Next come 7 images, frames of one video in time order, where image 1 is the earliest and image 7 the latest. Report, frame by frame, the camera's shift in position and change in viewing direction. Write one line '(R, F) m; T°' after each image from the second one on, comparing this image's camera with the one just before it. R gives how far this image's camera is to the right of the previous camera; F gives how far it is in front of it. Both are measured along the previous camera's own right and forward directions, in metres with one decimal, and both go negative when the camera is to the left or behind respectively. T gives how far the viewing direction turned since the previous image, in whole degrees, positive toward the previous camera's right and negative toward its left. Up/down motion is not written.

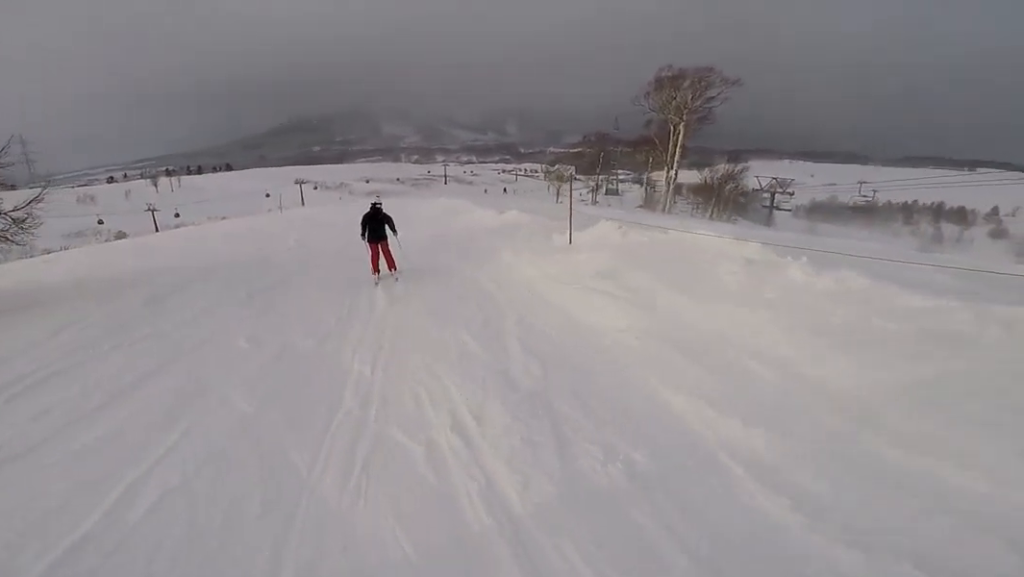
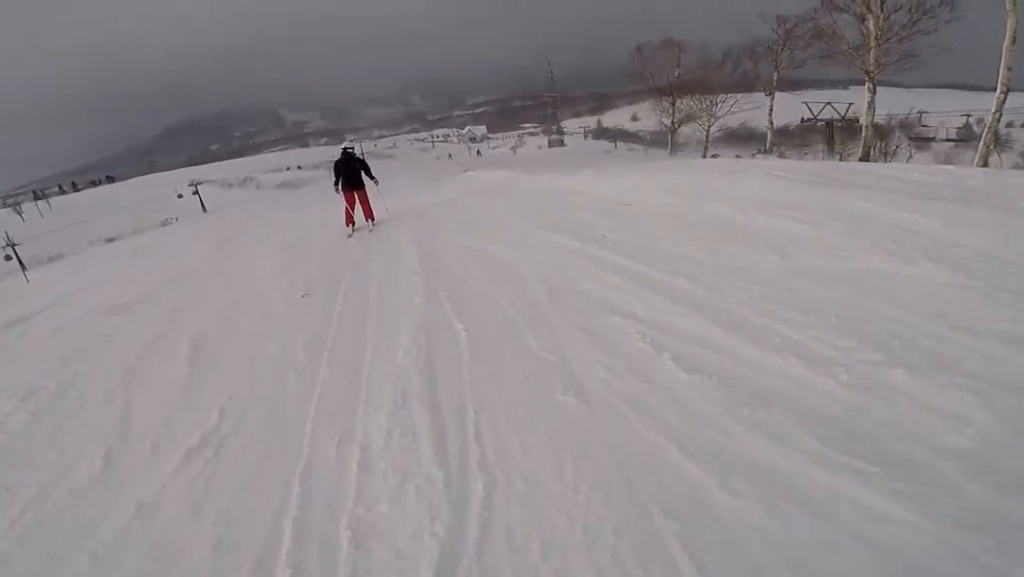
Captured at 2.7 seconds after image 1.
(+4.1, +22.0) m; +15°
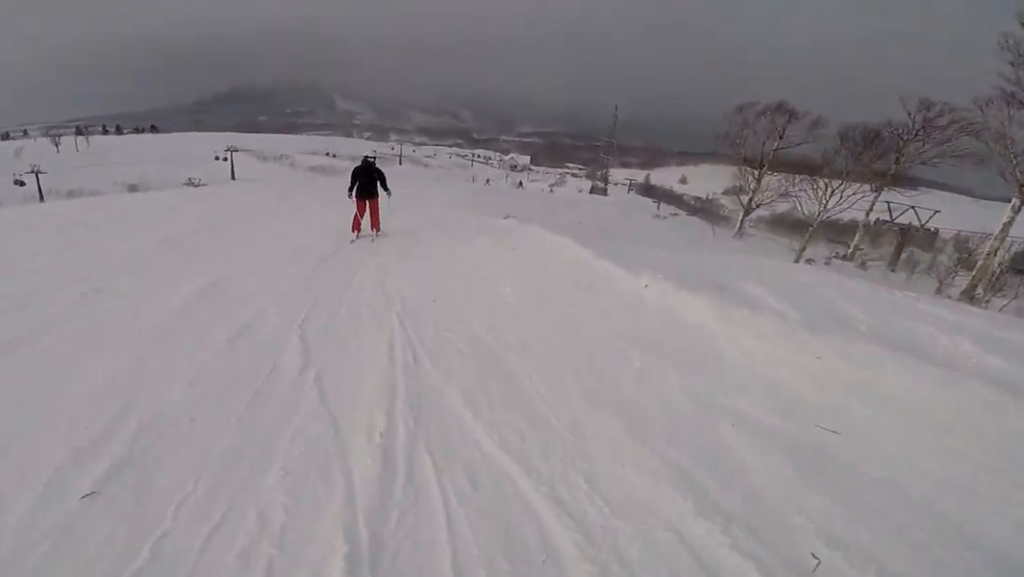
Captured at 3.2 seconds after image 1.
(-0.3, +3.2) m; 0°
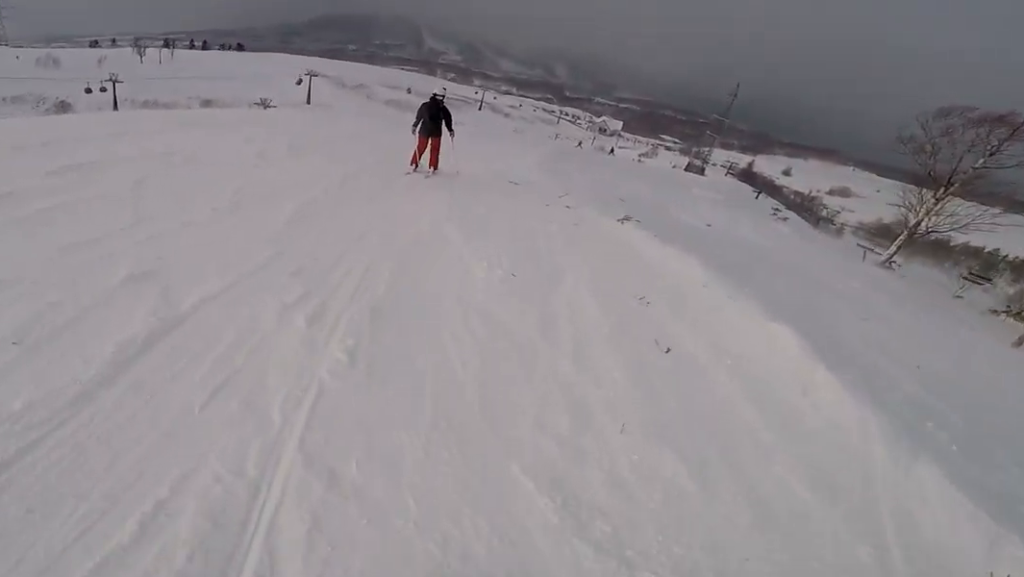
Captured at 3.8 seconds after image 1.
(-0.1, +4.3) m; +1°
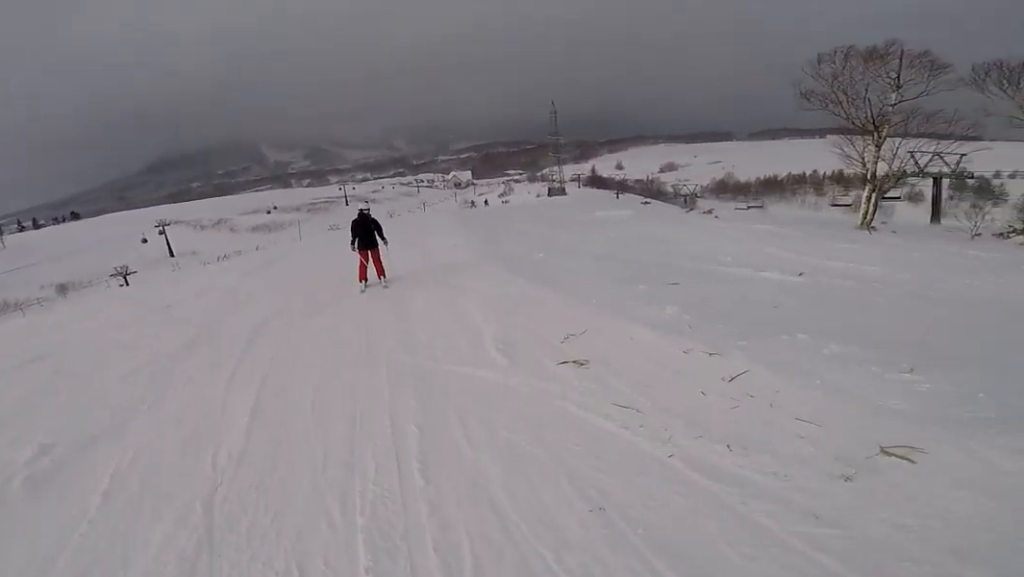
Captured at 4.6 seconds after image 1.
(+0.5, +5.9) m; +2°
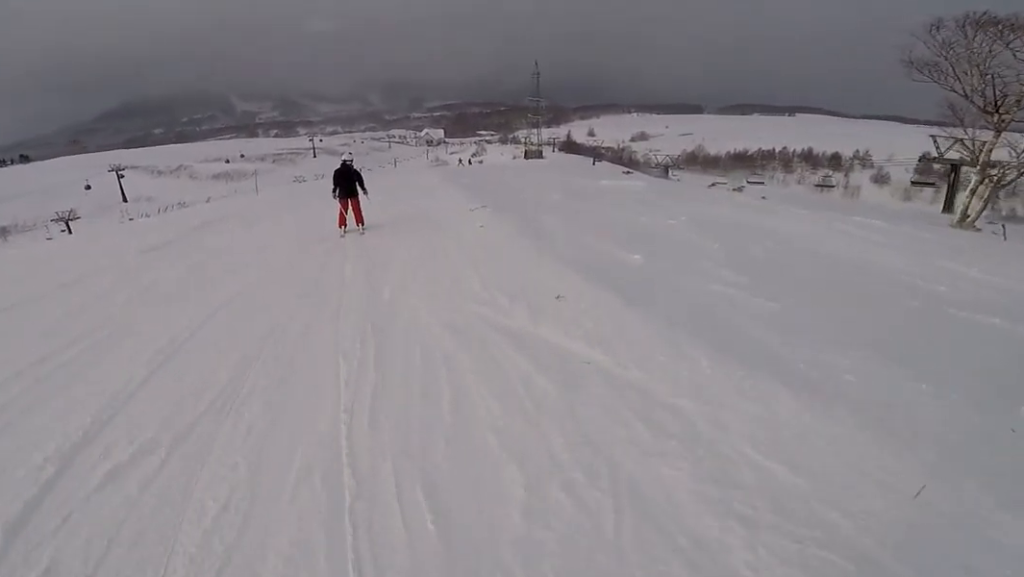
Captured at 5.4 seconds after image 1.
(-0.3, +4.5) m; +1°
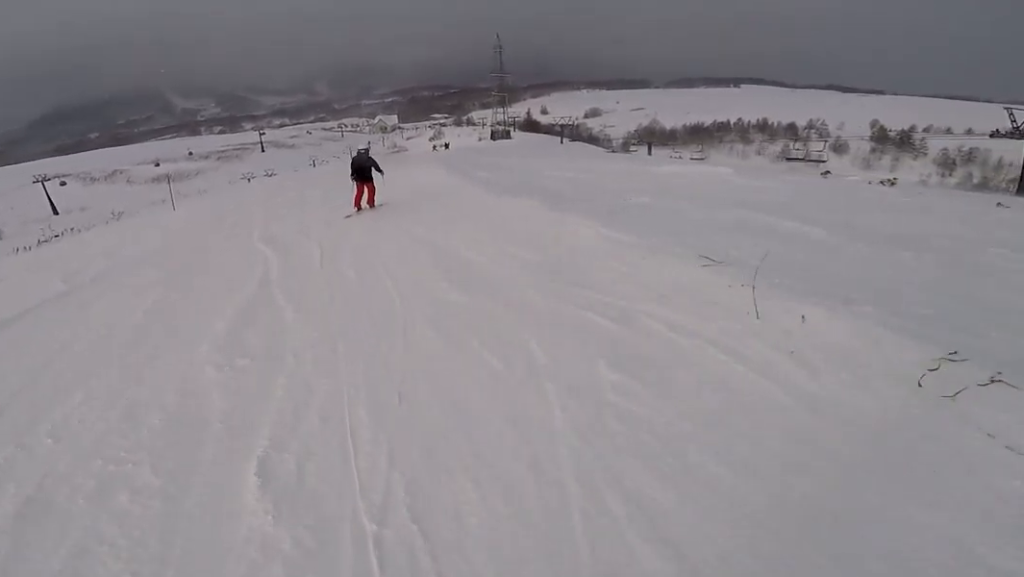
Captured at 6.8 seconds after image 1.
(+0.7, +9.2) m; +5°
